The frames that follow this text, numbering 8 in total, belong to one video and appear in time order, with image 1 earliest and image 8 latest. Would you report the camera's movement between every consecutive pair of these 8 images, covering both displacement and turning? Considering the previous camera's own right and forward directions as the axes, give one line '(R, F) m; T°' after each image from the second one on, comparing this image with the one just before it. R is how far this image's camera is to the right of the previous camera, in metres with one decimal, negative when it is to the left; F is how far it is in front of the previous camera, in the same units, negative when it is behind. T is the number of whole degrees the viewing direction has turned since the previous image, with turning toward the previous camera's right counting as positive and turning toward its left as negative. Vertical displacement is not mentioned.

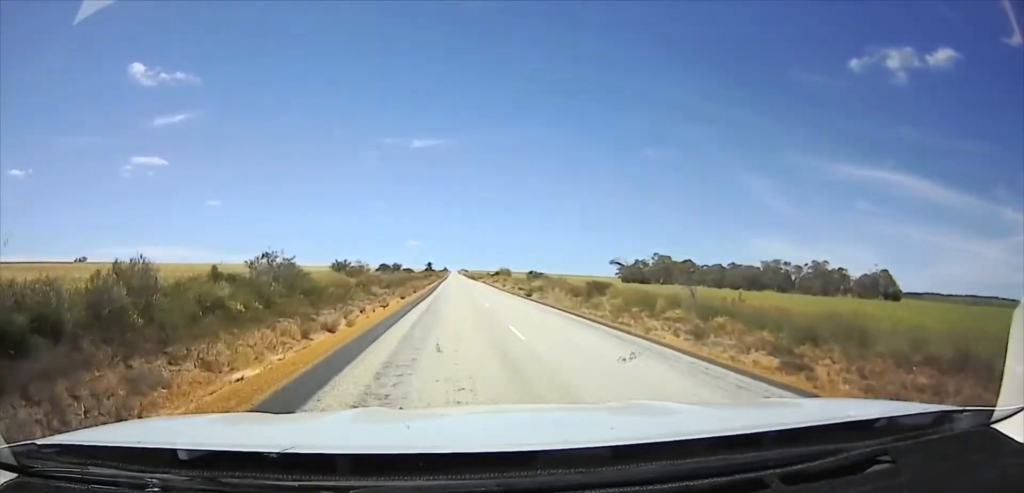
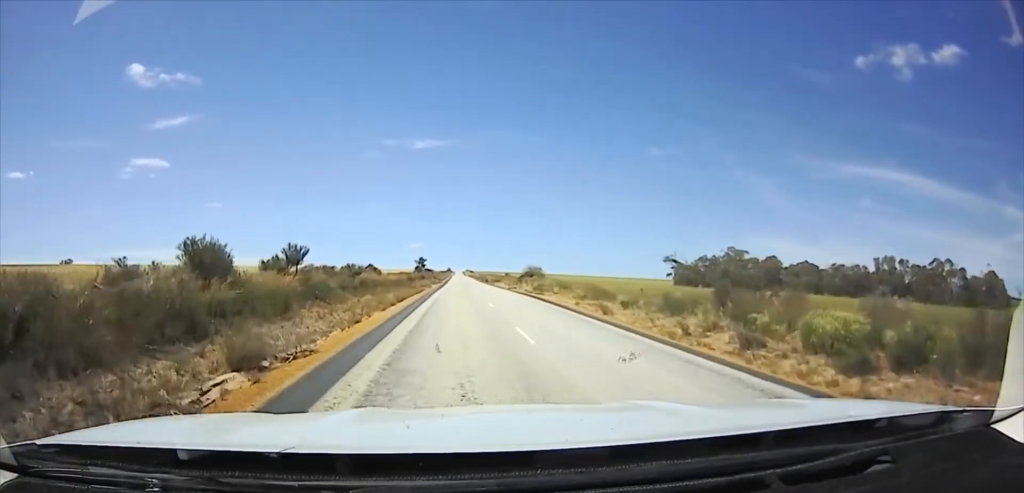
(-0.9, +51.8) m; 0°
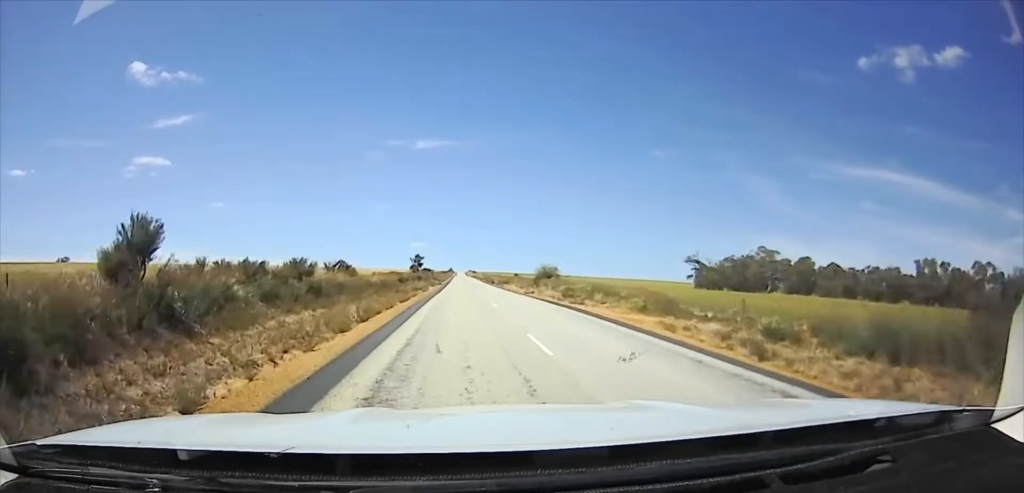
(+0.4, +16.3) m; +1°
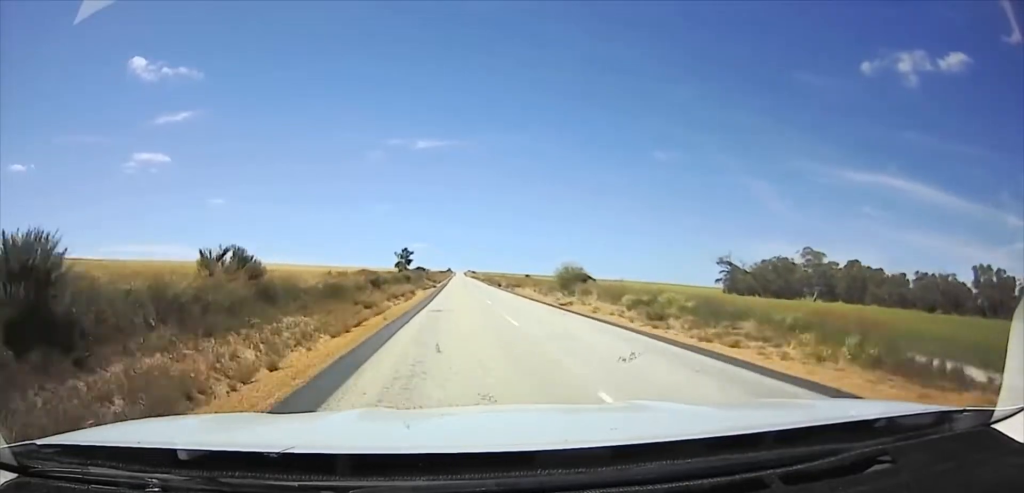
(+0.2, +21.6) m; +1°
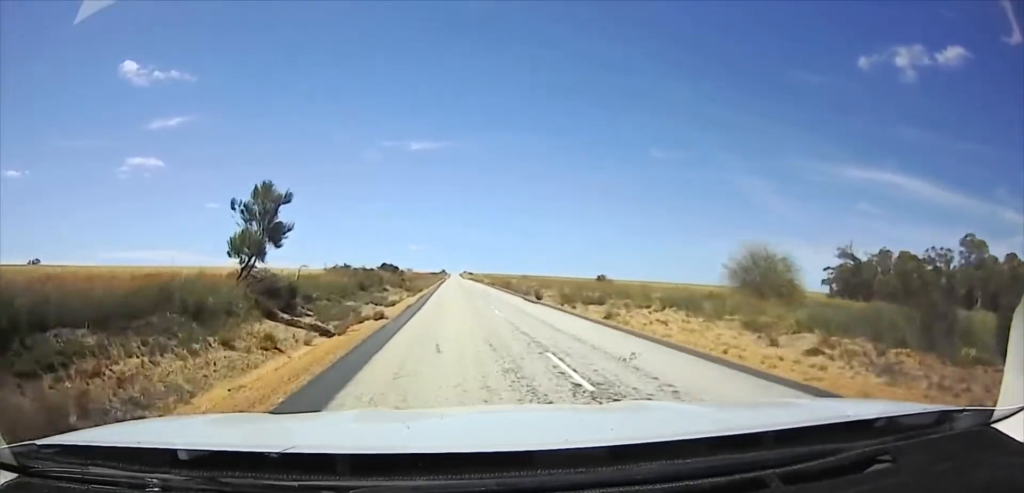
(+0.3, +49.8) m; 0°
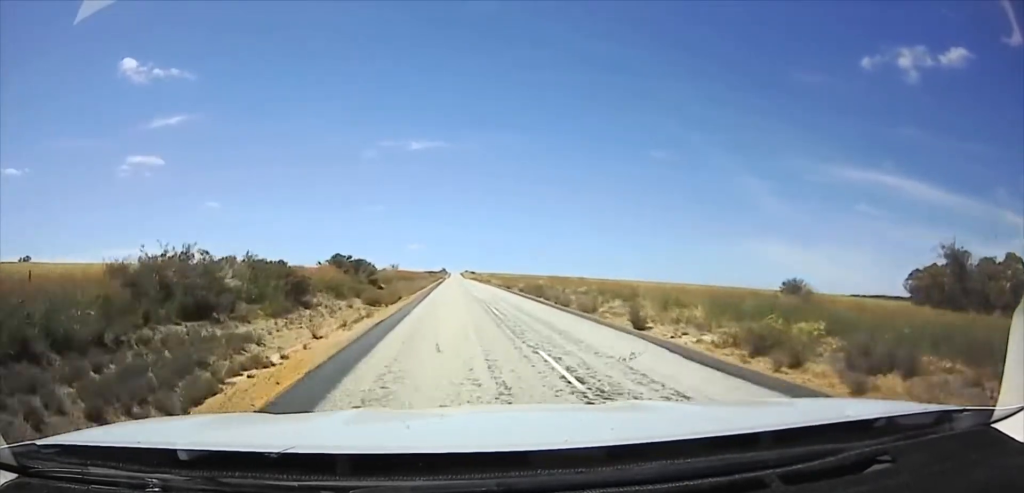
(-0.2, +21.9) m; 0°
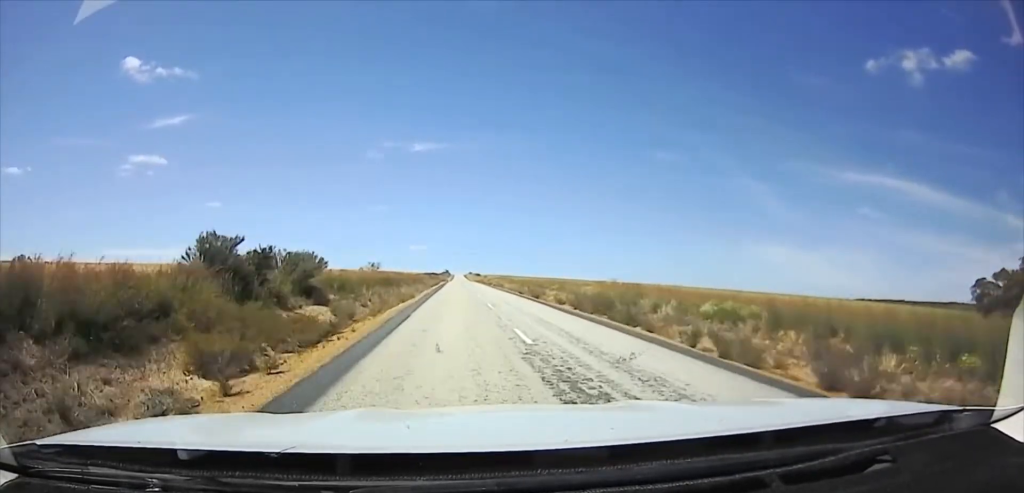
(+0.1, +15.8) m; 0°
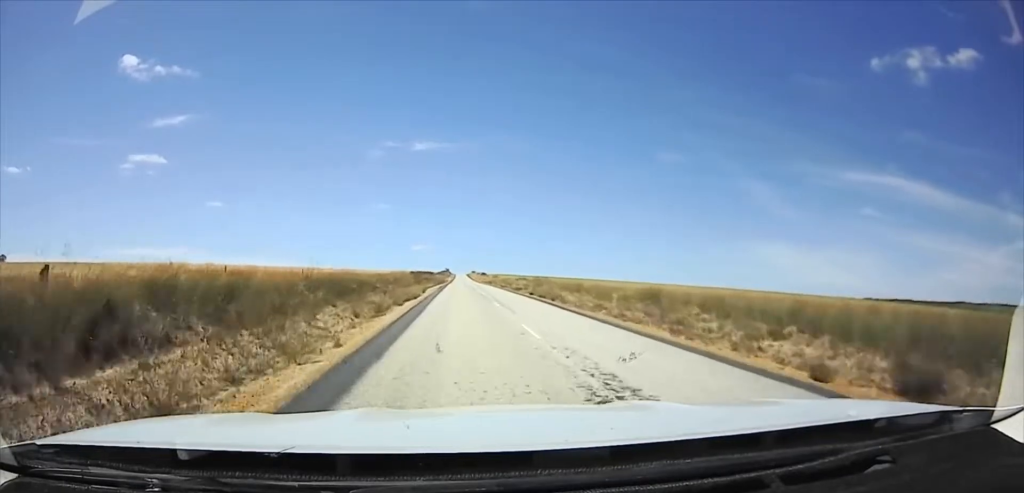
(+0.1, +35.2) m; -1°
